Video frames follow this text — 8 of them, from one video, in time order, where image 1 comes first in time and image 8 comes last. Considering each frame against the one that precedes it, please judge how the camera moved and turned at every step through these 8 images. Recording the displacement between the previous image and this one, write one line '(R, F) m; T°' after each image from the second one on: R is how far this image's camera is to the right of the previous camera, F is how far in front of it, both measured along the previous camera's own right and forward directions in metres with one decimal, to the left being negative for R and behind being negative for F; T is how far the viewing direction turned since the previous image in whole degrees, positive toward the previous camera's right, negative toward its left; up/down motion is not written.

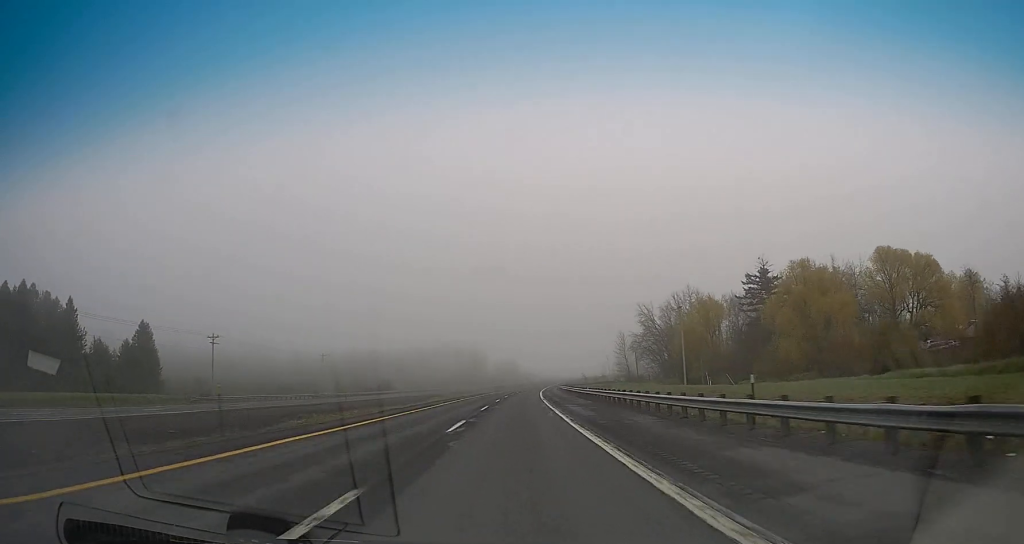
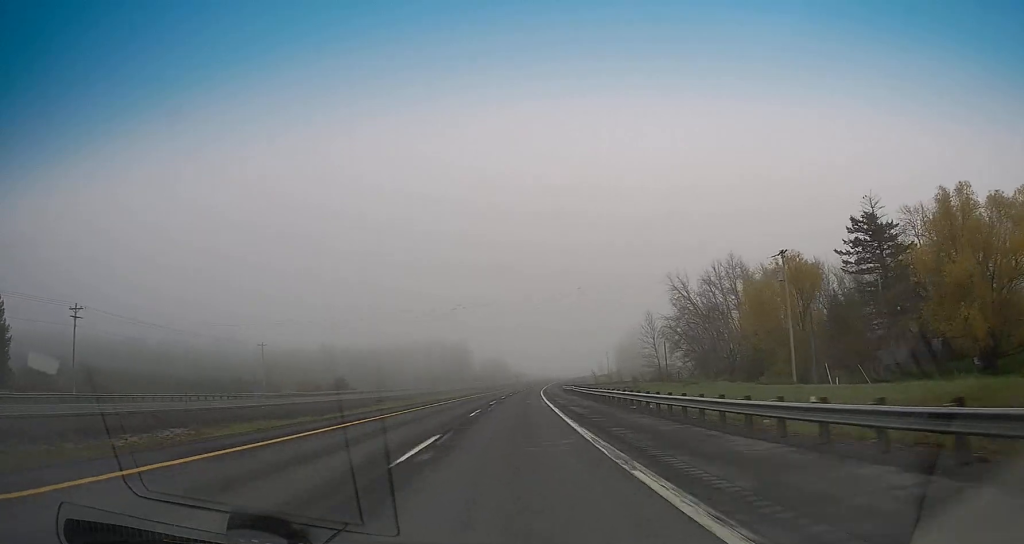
(+0.7, +37.9) m; +3°
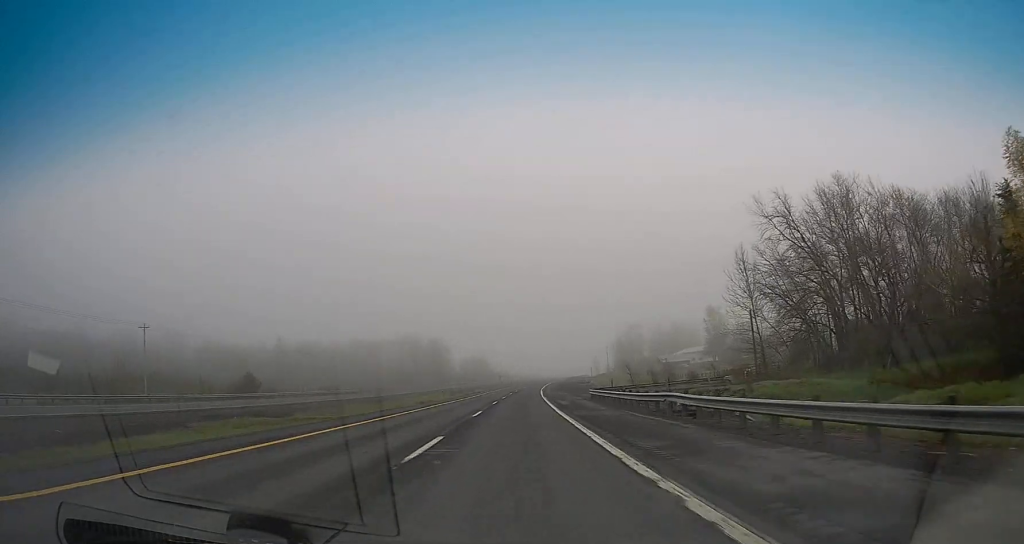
(+0.7, +45.5) m; +1°
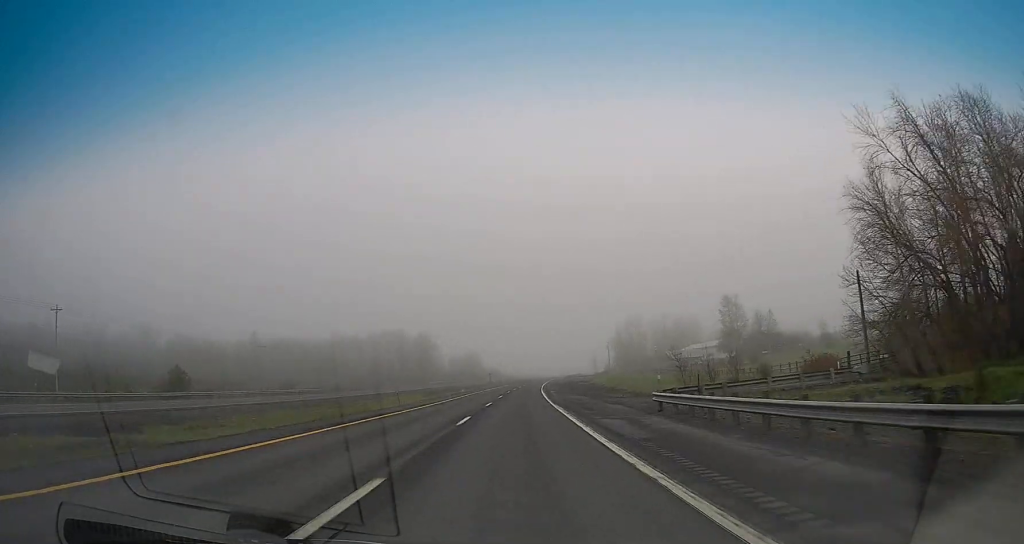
(0.0, +22.3) m; 0°
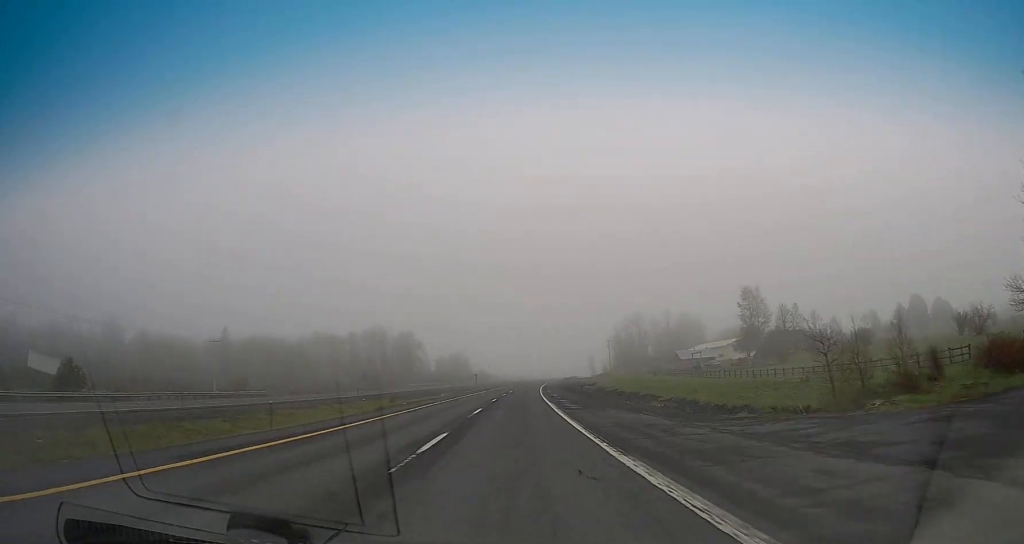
(+0.1, +22.3) m; 0°
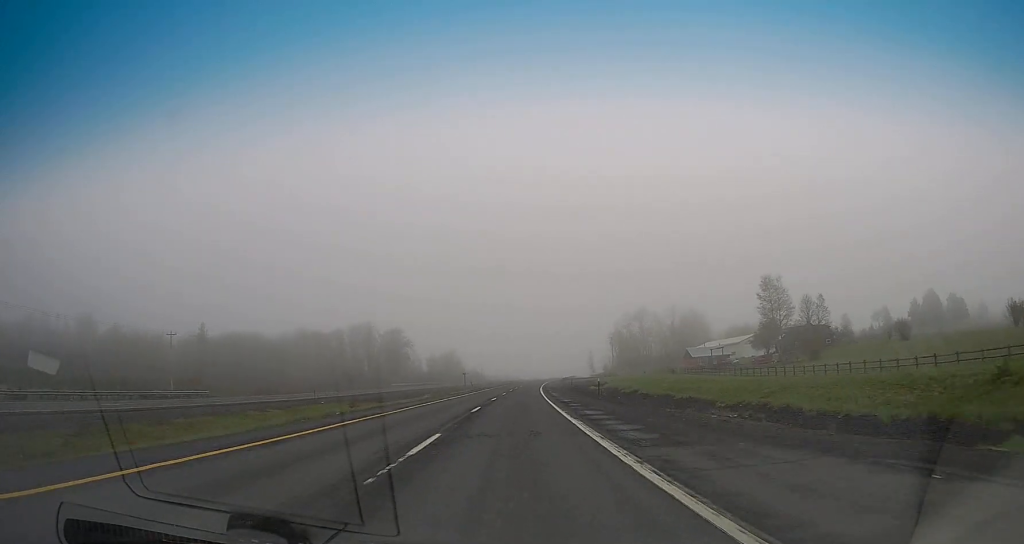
(0.0, +16.5) m; +1°
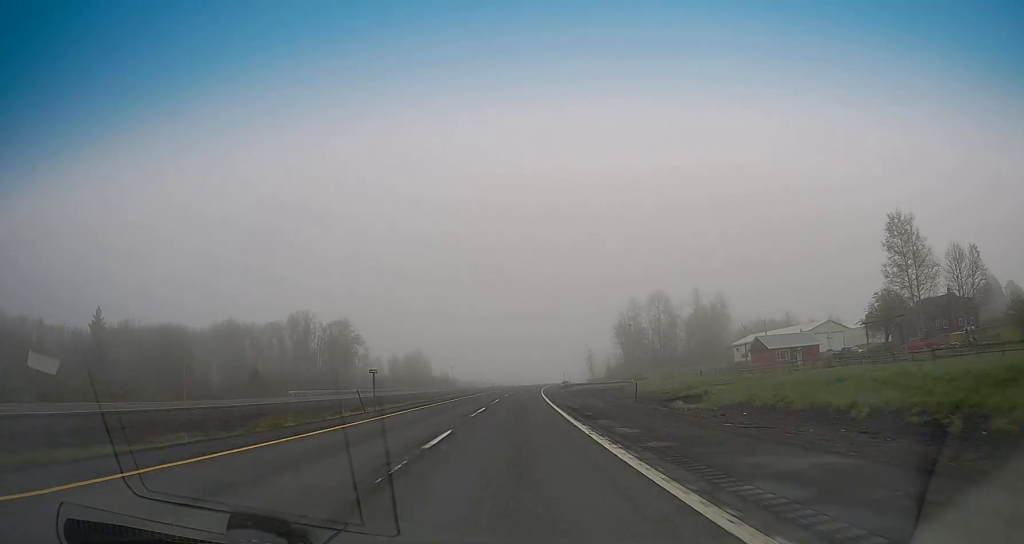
(+1.5, +60.2) m; +3°
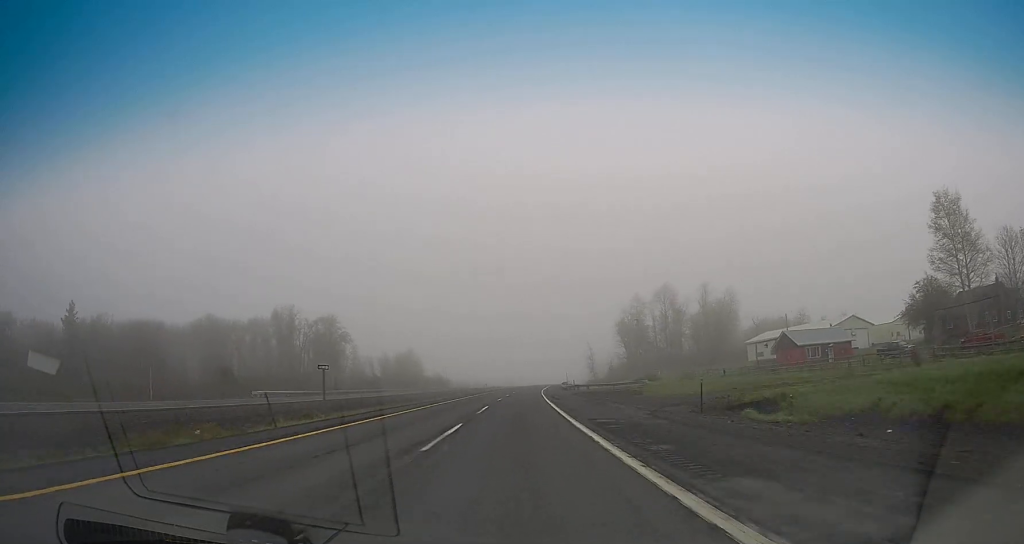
(-0.1, +12.7) m; +1°
